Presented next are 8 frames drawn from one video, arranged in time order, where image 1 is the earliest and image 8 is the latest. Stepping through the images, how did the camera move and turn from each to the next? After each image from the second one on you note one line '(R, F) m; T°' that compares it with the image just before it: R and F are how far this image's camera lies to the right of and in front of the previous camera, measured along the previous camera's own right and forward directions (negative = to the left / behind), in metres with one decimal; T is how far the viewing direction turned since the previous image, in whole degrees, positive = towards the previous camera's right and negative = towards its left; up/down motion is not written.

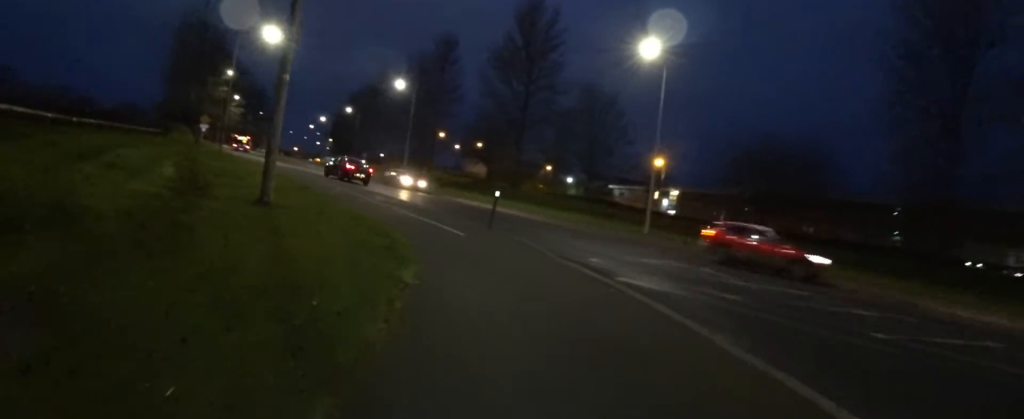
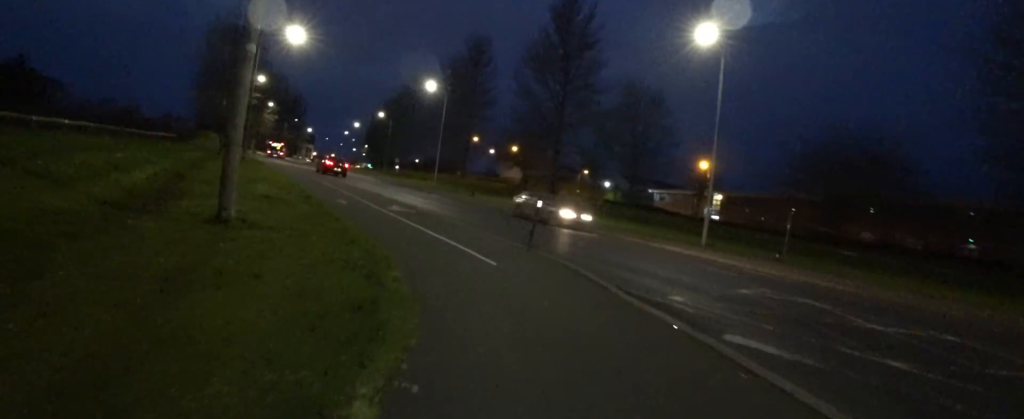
(-0.1, +2.5) m; -8°
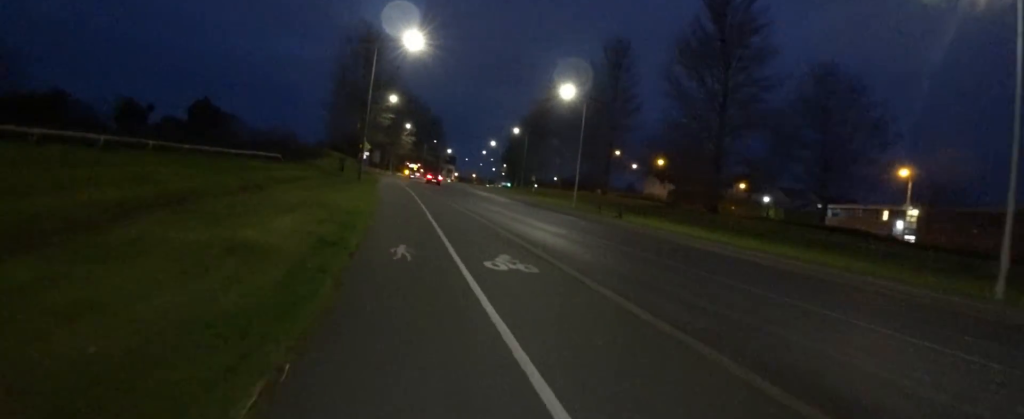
(-0.9, +5.9) m; -13°
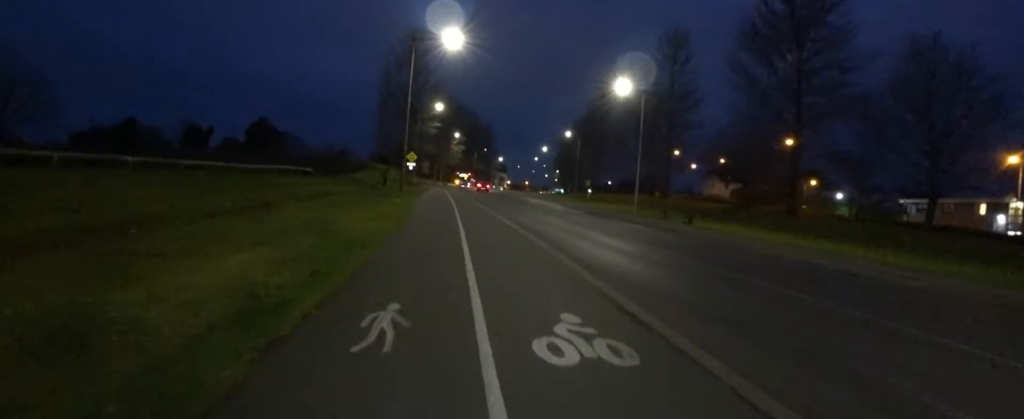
(-0.1, +2.8) m; -4°
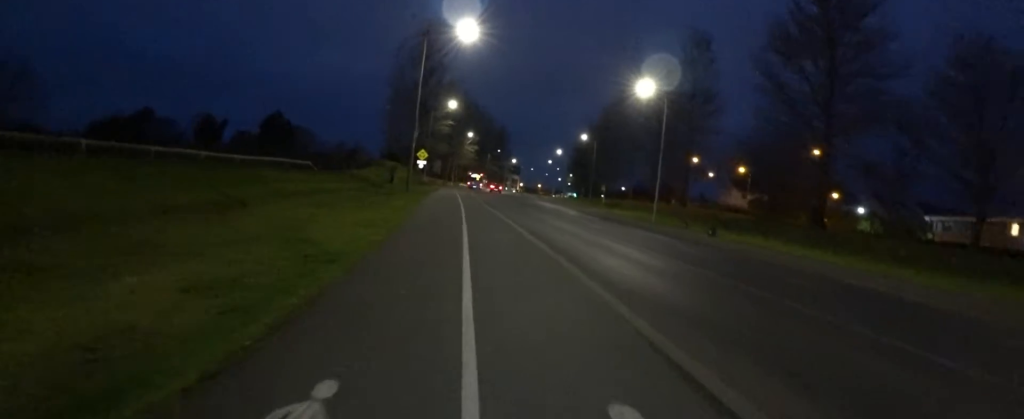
(0.0, +1.6) m; -2°
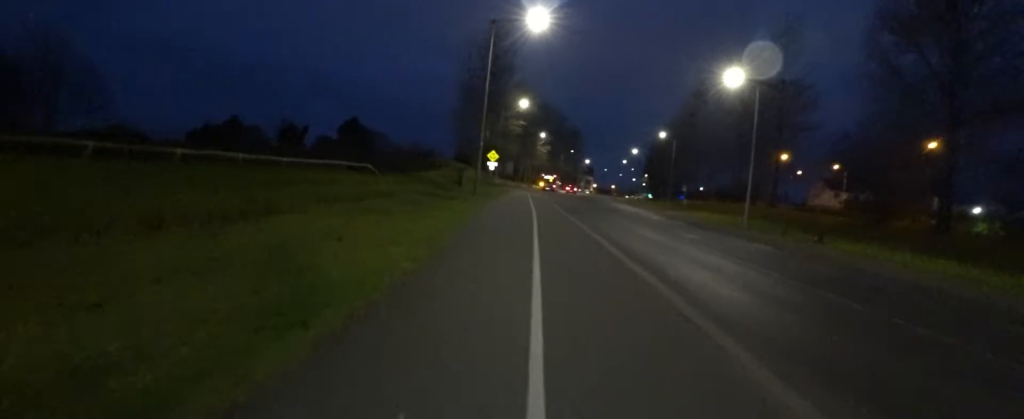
(-0.2, +2.2) m; 0°
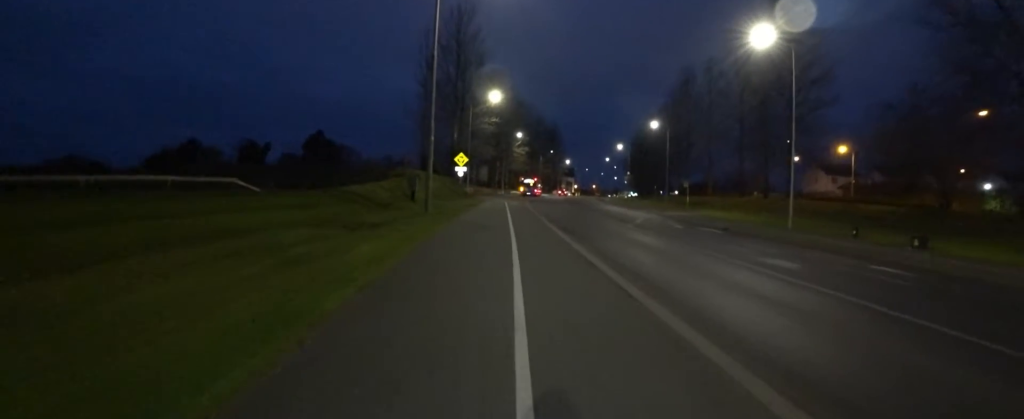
(+0.3, +7.6) m; +4°
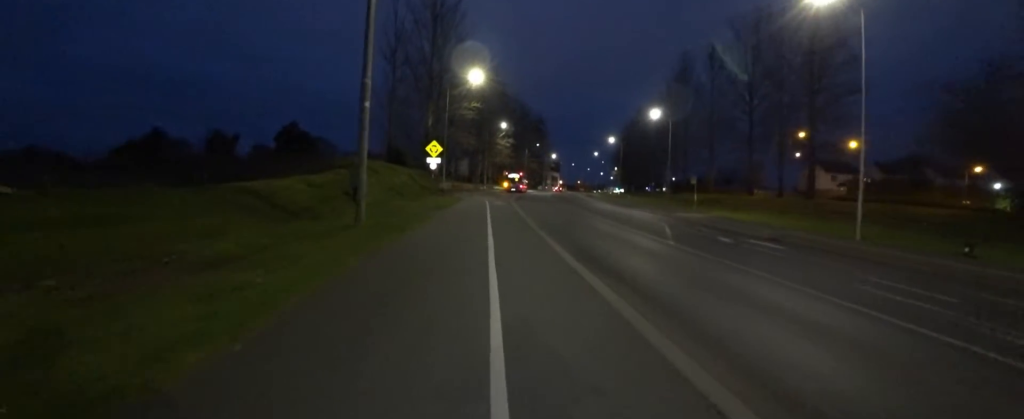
(0.0, +6.1) m; 0°
